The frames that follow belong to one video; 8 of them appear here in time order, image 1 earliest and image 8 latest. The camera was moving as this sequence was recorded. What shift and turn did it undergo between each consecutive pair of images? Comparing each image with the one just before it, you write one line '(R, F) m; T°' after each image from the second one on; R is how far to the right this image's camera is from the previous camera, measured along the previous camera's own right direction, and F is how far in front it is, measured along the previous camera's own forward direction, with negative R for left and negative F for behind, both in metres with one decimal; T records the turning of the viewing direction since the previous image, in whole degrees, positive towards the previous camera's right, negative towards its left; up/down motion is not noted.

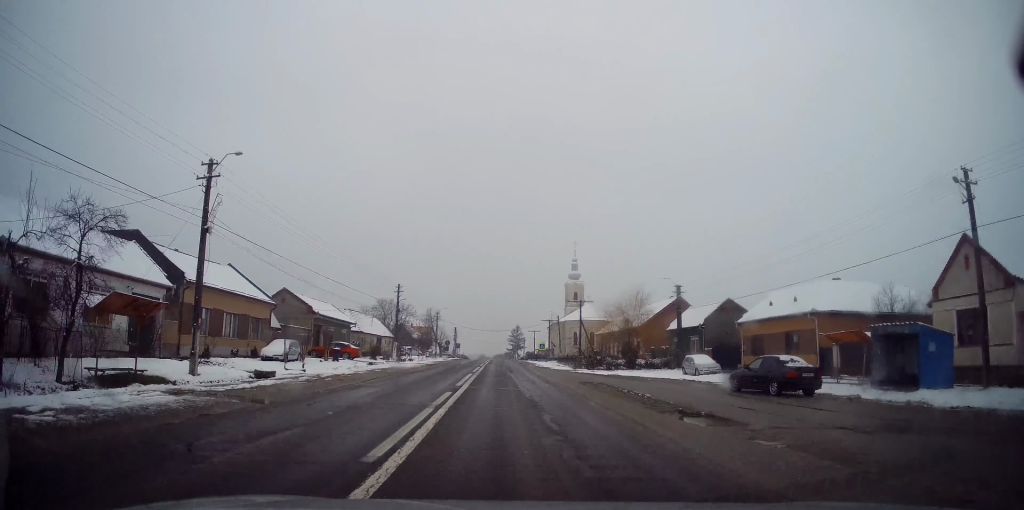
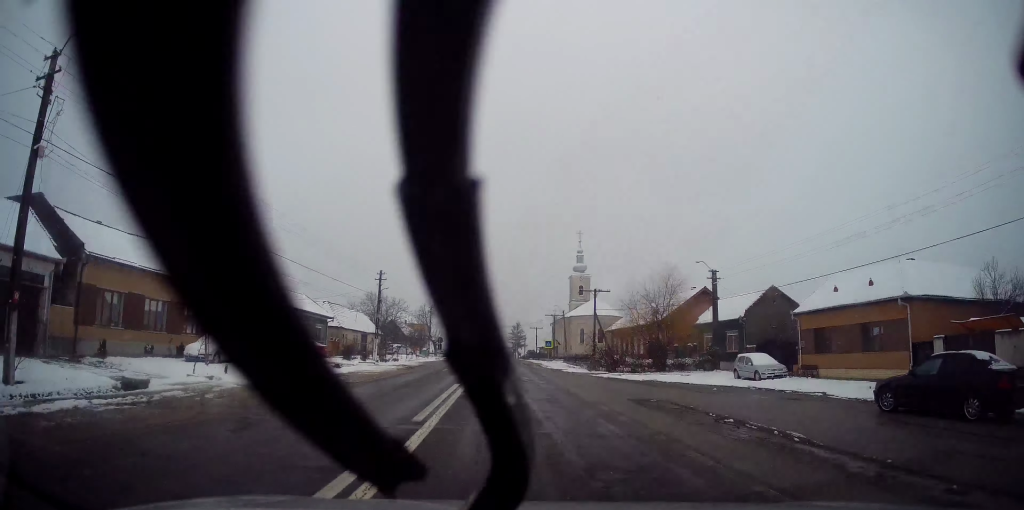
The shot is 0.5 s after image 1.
(0.0, +9.2) m; -1°
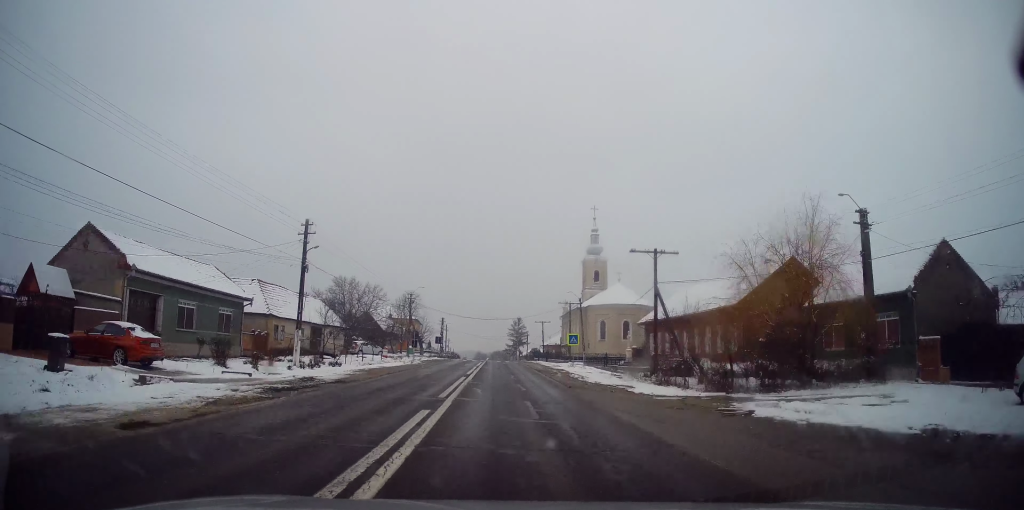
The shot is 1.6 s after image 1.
(-0.1, +19.9) m; +1°
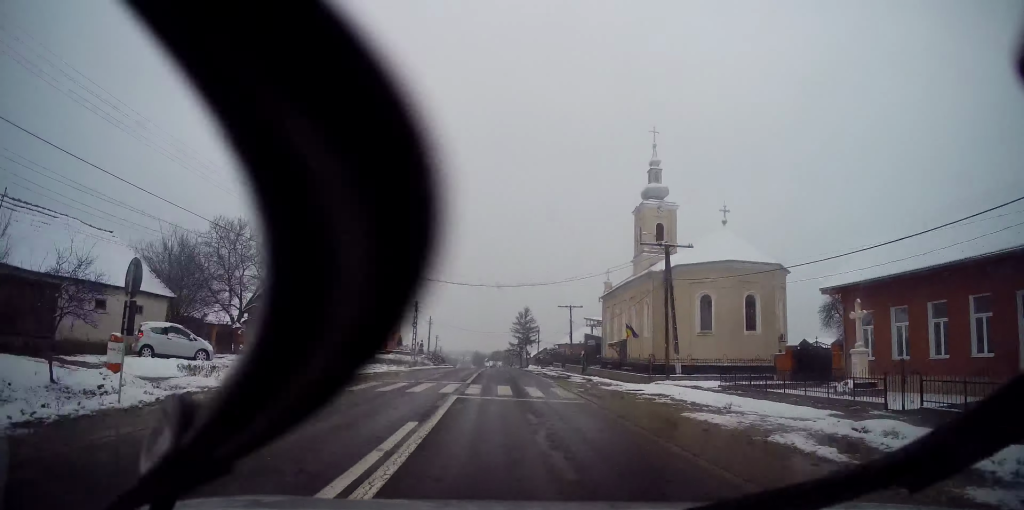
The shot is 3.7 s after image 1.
(+0.5, +37.6) m; +1°
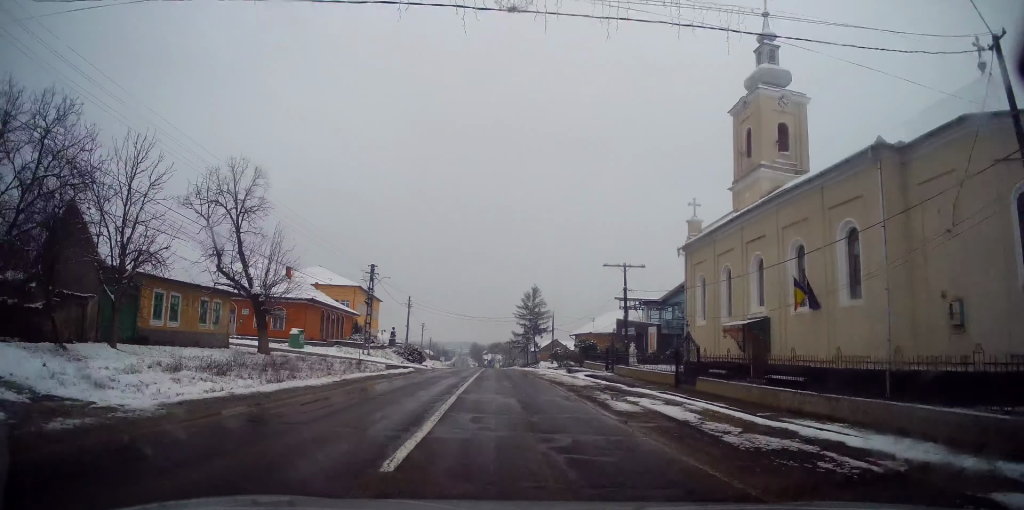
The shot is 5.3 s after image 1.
(0.0, +27.2) m; -1°
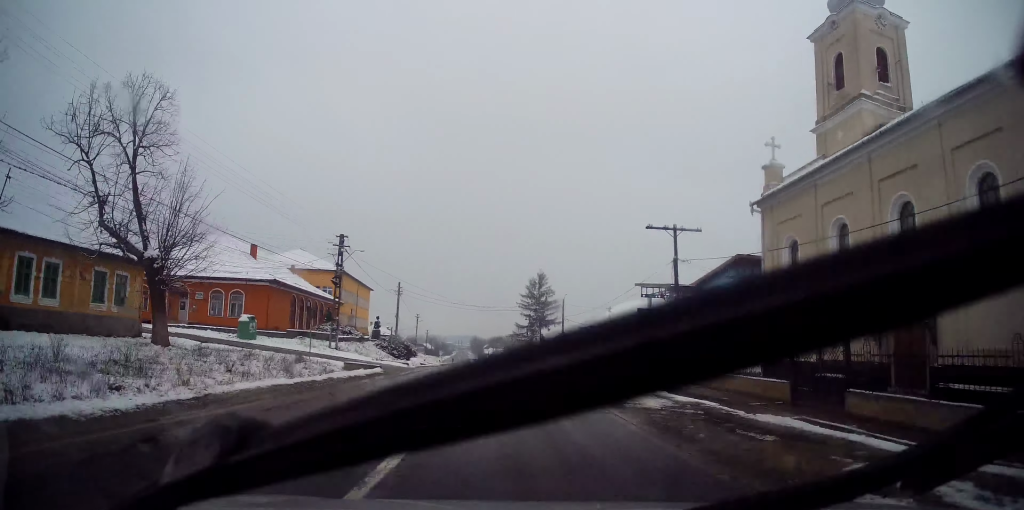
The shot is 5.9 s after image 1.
(-0.1, +10.3) m; 0°
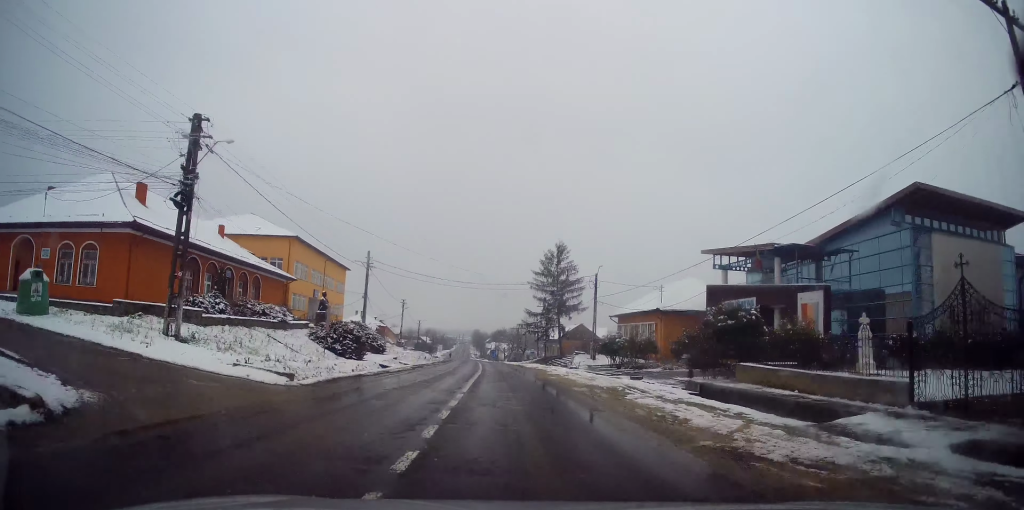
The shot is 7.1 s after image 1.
(0.0, +20.6) m; 0°
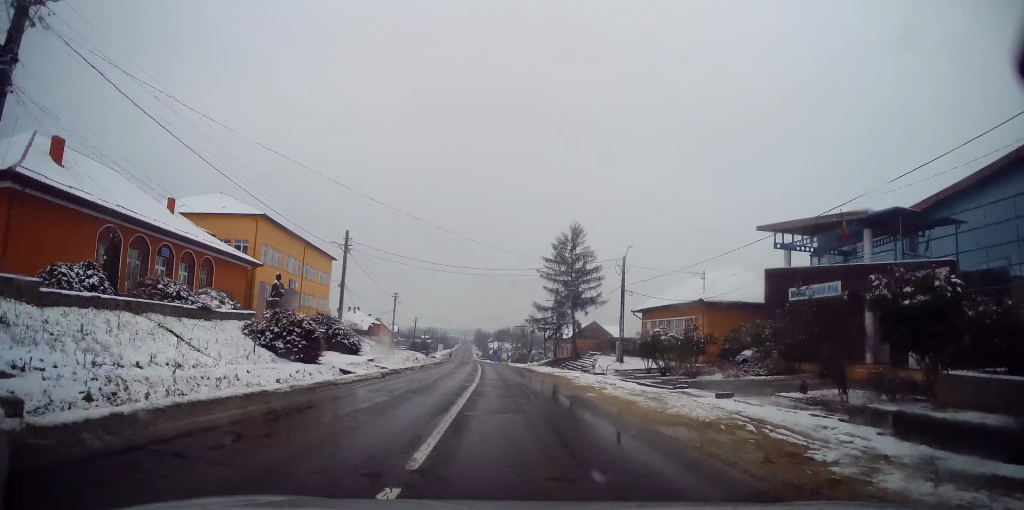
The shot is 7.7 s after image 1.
(0.0, +9.7) m; 0°
